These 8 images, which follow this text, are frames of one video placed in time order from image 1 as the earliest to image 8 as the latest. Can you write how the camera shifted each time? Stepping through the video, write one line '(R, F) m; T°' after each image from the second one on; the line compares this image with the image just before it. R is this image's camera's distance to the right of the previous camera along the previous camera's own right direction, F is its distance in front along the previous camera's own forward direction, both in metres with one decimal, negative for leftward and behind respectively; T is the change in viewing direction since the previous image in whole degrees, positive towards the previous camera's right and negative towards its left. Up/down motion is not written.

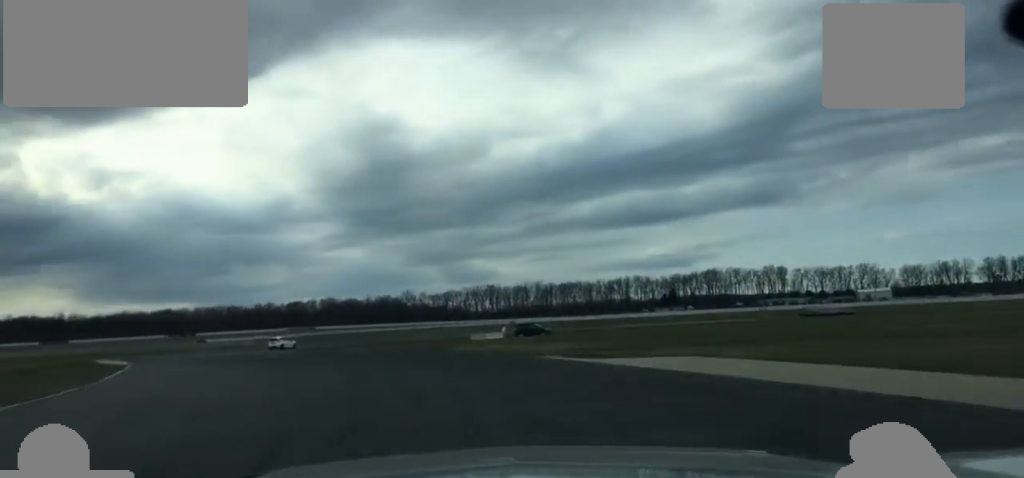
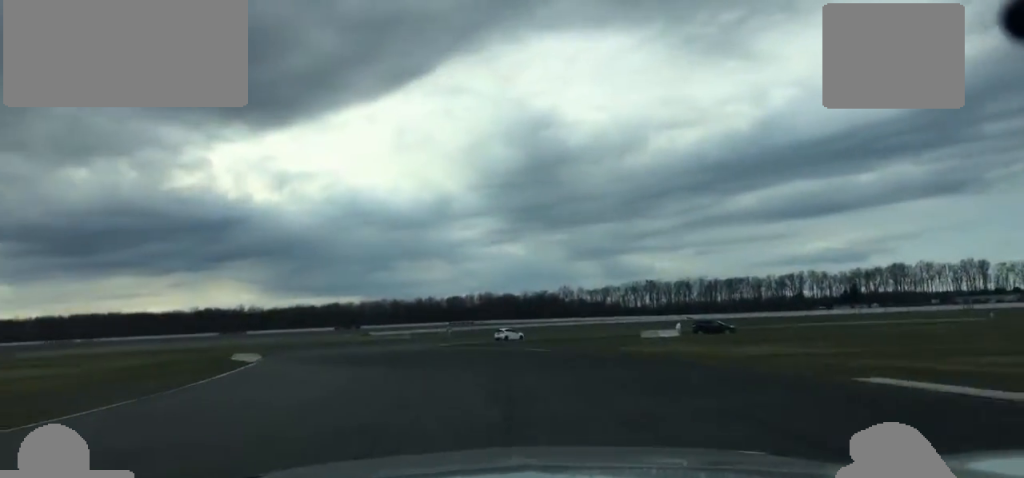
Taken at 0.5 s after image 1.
(-1.0, +10.9) m; -9°
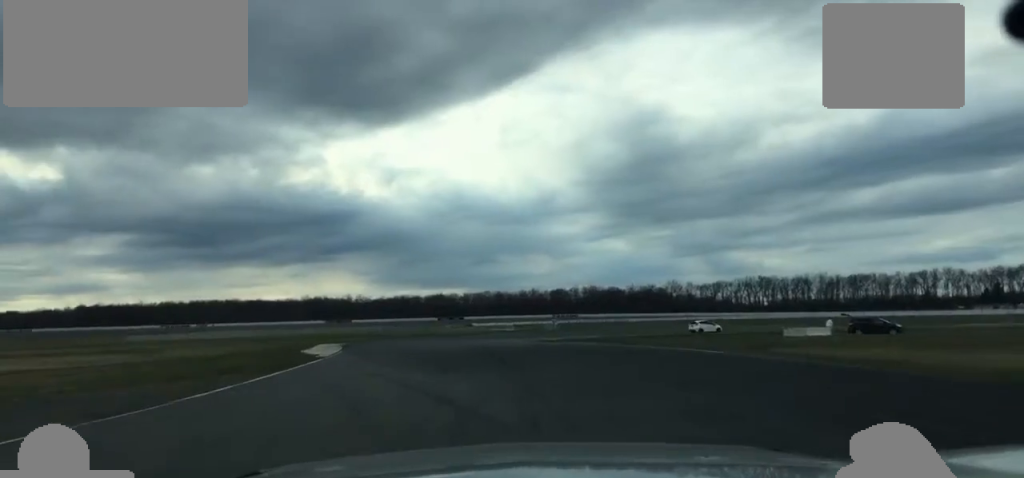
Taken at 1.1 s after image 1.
(-1.1, +12.1) m; -7°
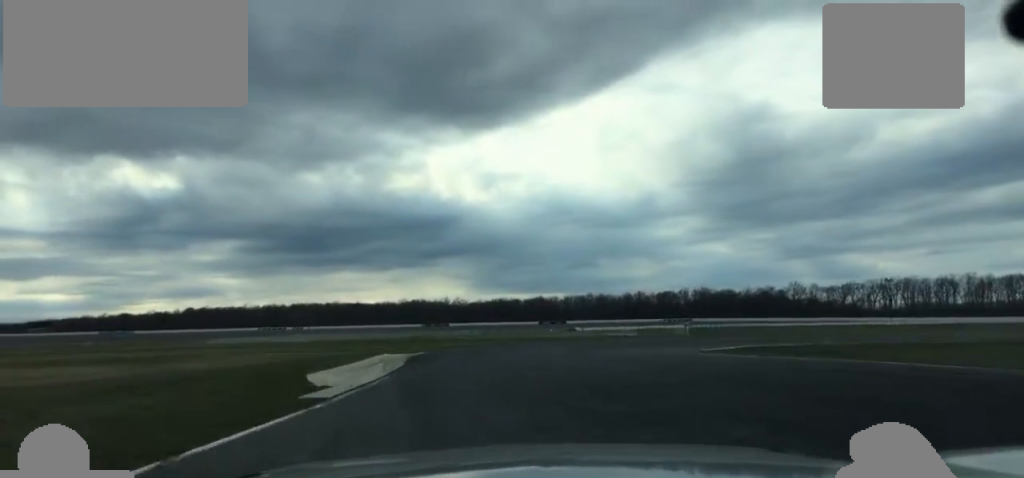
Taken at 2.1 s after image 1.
(-1.7, +22.0) m; -4°
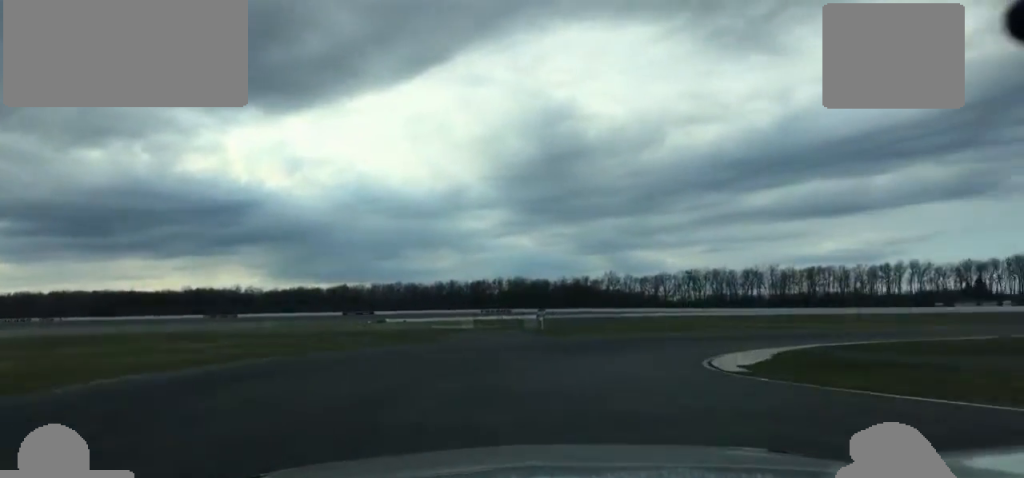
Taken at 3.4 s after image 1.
(+1.1, +28.4) m; +12°
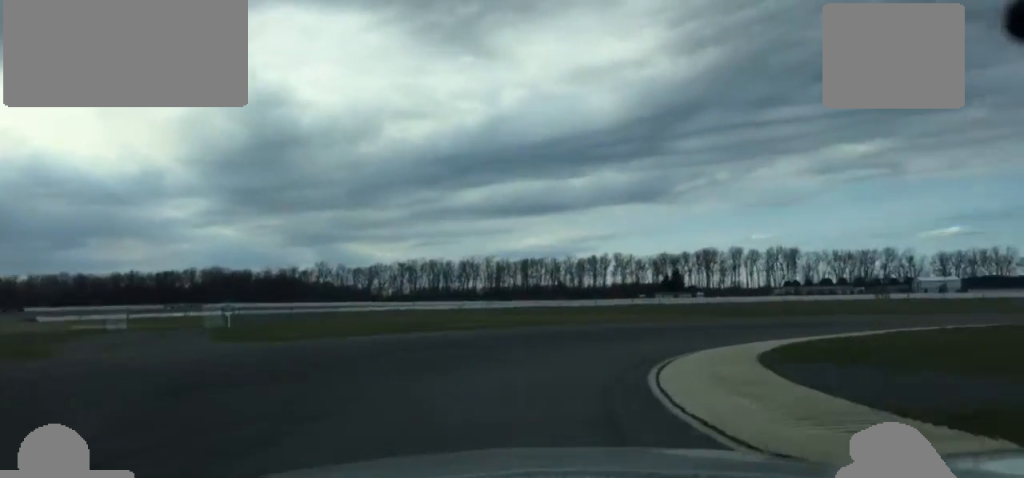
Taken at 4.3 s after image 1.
(+3.1, +21.3) m; +19°
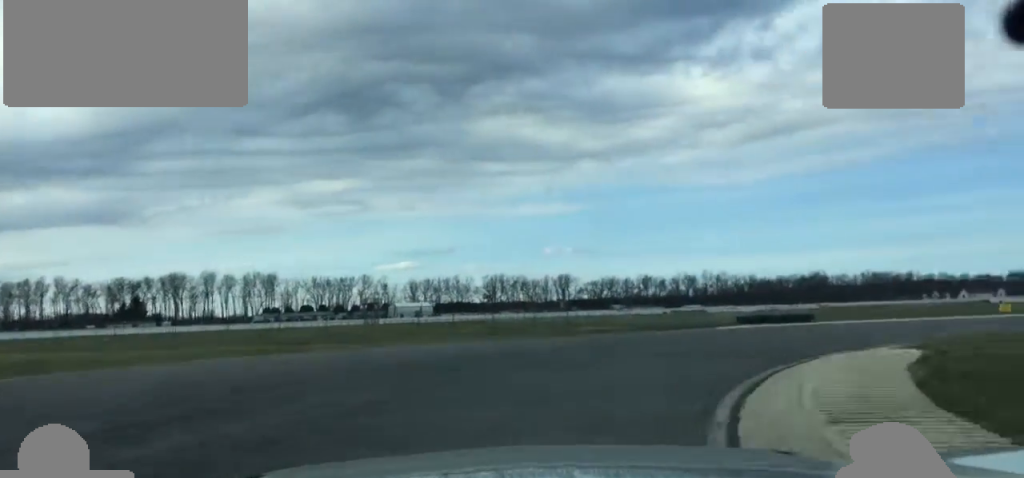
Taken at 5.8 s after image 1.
(+9.0, +29.4) m; +33°
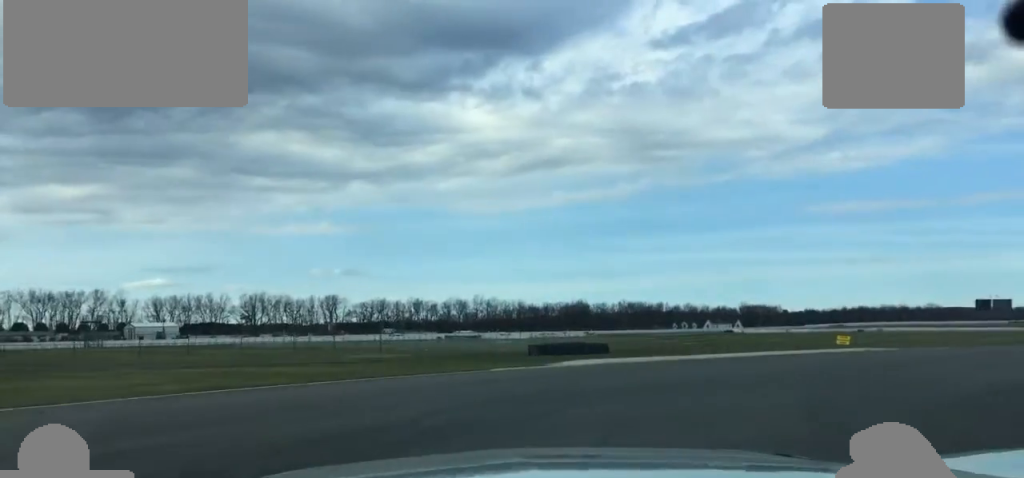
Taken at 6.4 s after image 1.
(+1.1, +13.3) m; +15°
